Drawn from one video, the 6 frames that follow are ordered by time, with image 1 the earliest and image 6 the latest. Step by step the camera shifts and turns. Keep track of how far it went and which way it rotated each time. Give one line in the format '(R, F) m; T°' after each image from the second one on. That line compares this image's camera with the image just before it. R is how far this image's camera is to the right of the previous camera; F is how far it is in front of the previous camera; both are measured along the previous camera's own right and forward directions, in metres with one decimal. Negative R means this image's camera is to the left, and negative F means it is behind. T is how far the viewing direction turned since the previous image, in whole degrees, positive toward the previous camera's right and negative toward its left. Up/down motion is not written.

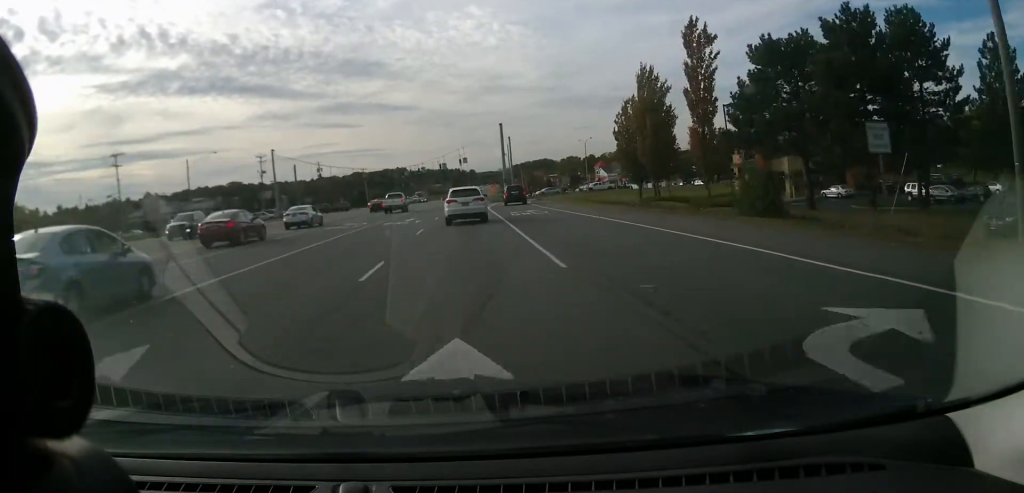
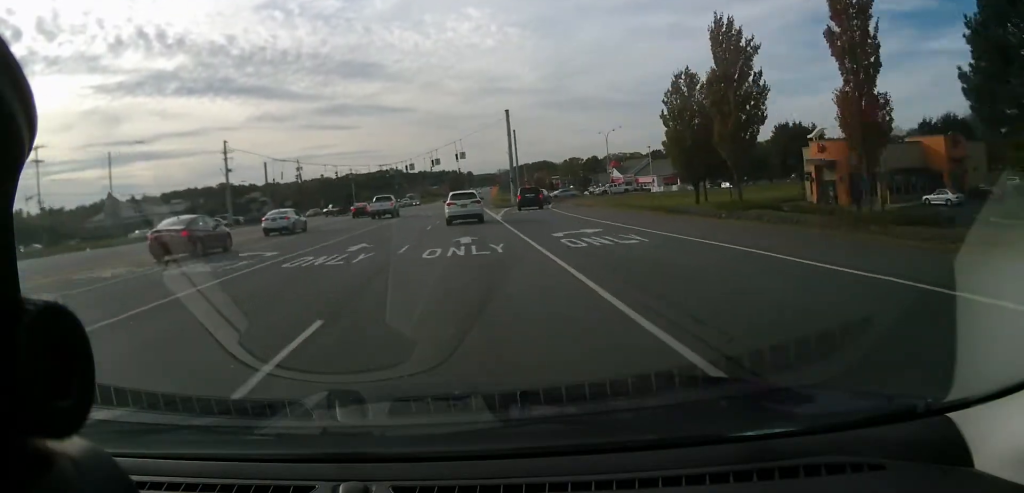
(+0.2, +18.1) m; +2°
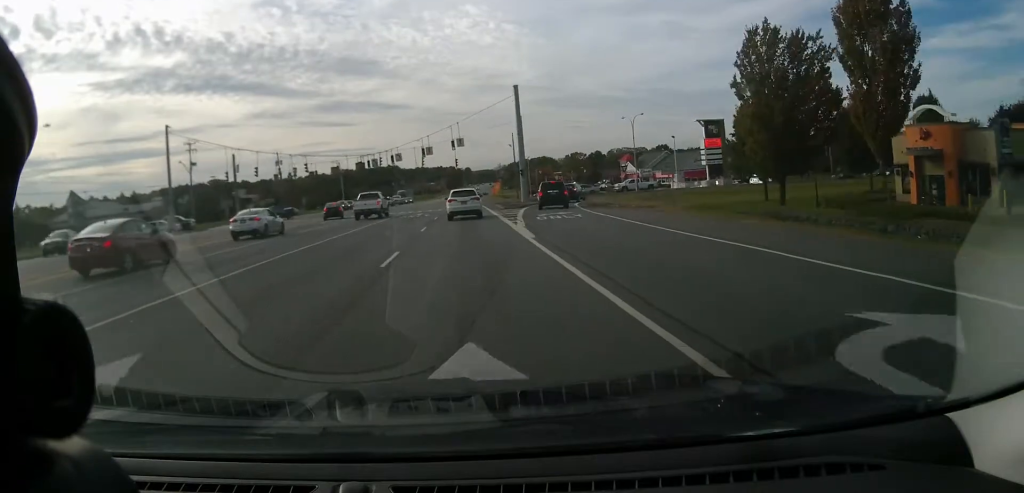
(+0.3, +14.8) m; +1°
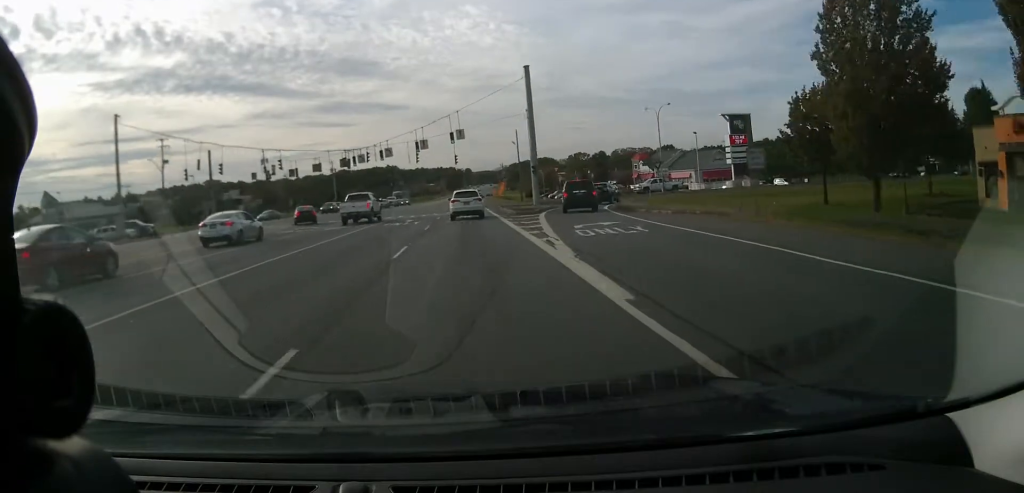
(-0.1, +9.8) m; -1°
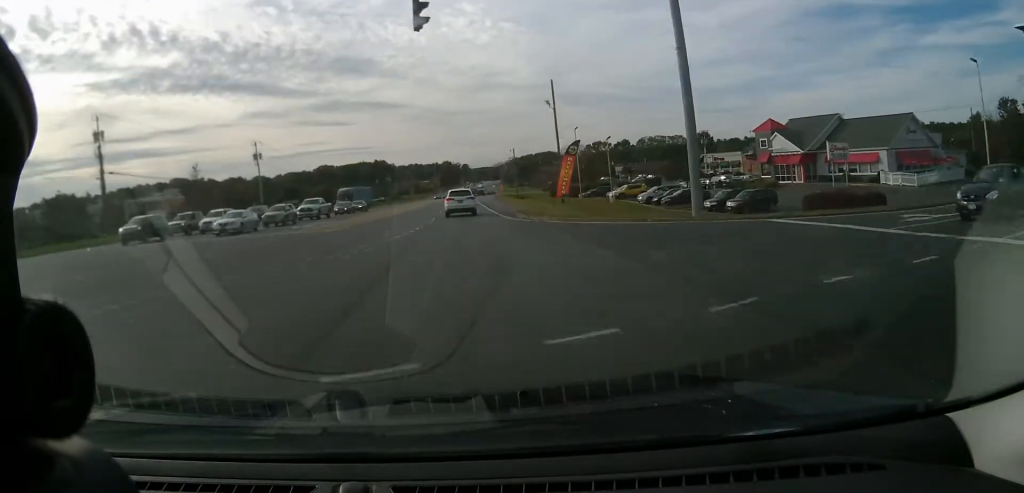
(-0.3, +59.5) m; -1°
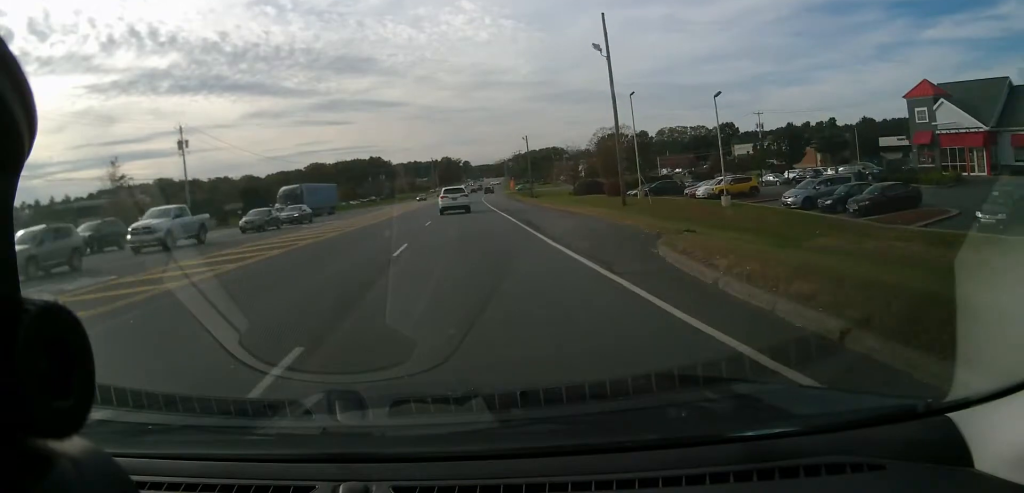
(+0.1, +30.6) m; +1°
